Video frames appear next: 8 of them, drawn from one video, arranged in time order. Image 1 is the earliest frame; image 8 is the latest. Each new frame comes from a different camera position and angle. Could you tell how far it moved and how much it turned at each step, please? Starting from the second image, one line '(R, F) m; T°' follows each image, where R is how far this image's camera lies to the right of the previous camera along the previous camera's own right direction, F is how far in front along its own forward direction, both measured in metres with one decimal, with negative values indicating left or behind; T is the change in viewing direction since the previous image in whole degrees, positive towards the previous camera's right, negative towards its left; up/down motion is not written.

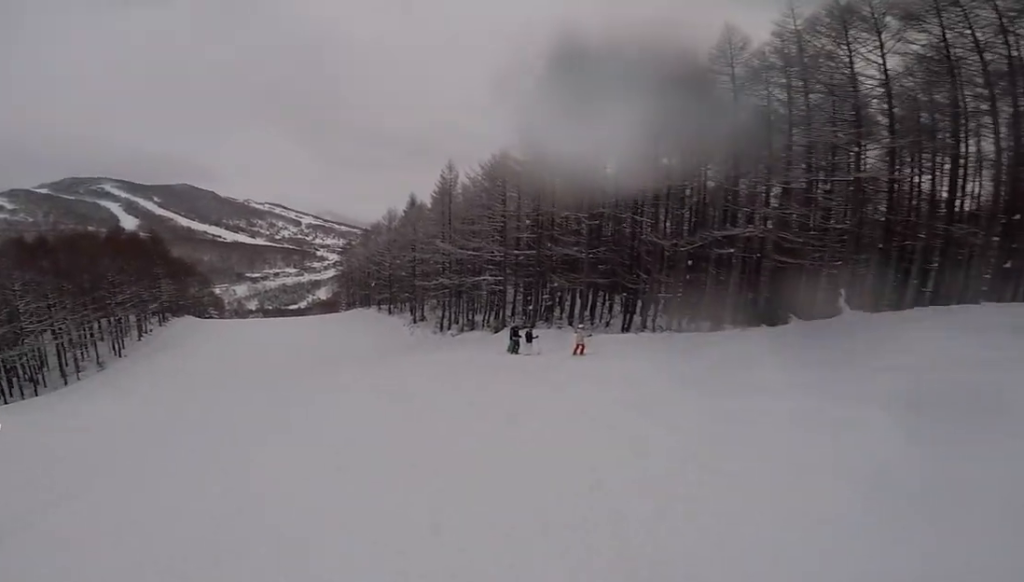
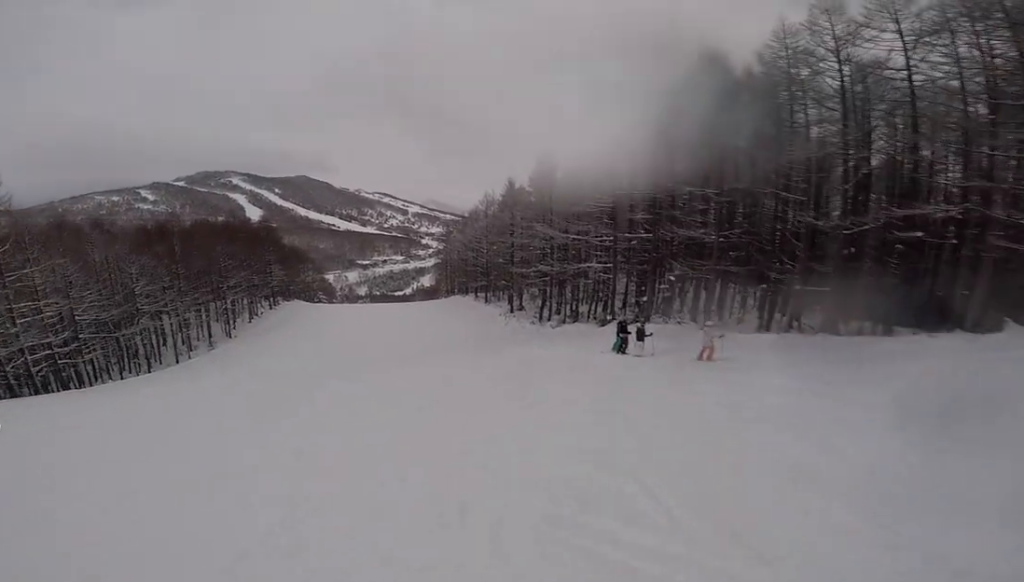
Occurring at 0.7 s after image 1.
(-0.8, +2.9) m; -21°
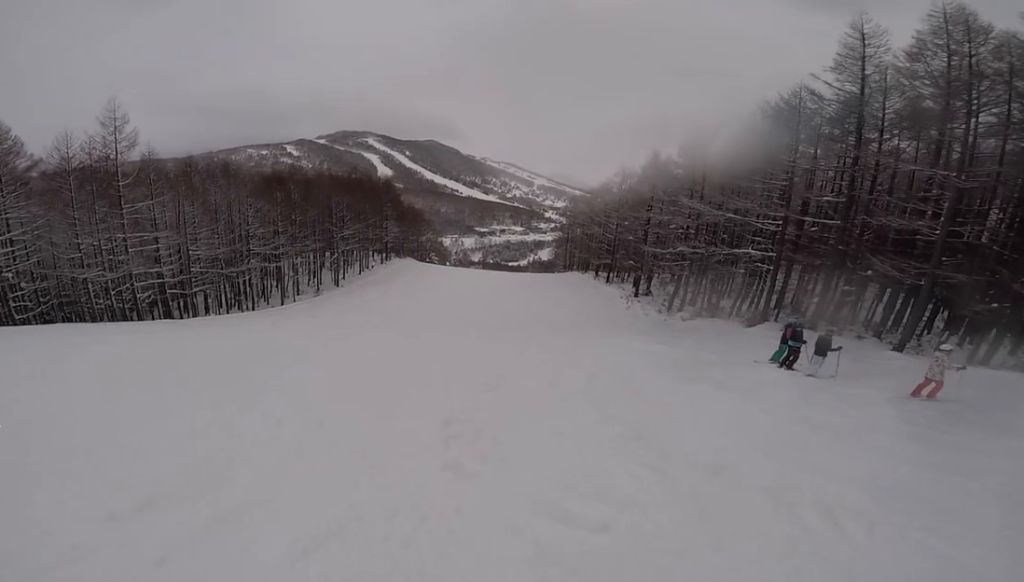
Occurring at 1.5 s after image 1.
(-0.8, +3.6) m; -22°
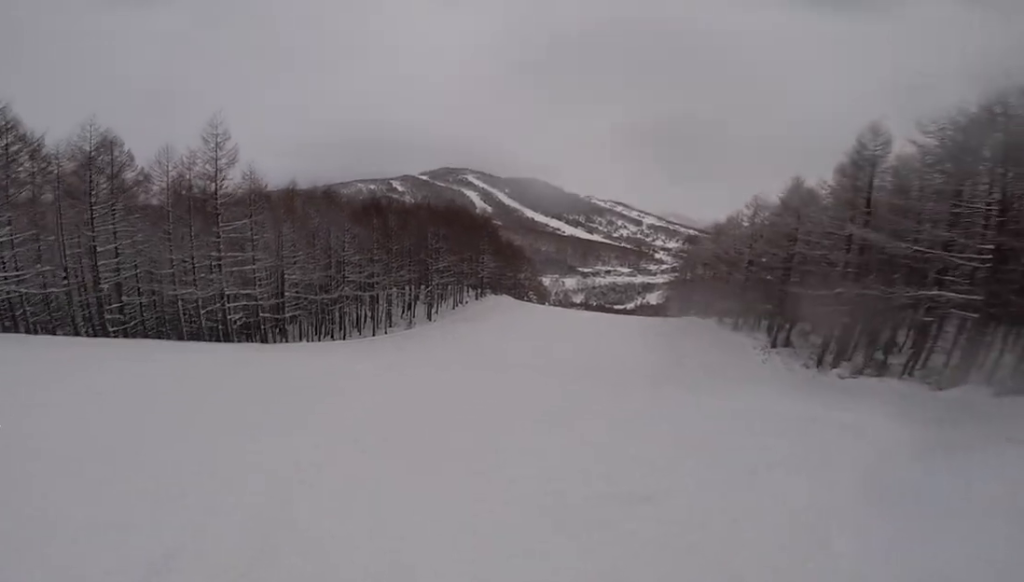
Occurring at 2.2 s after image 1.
(0.0, +3.5) m; -17°
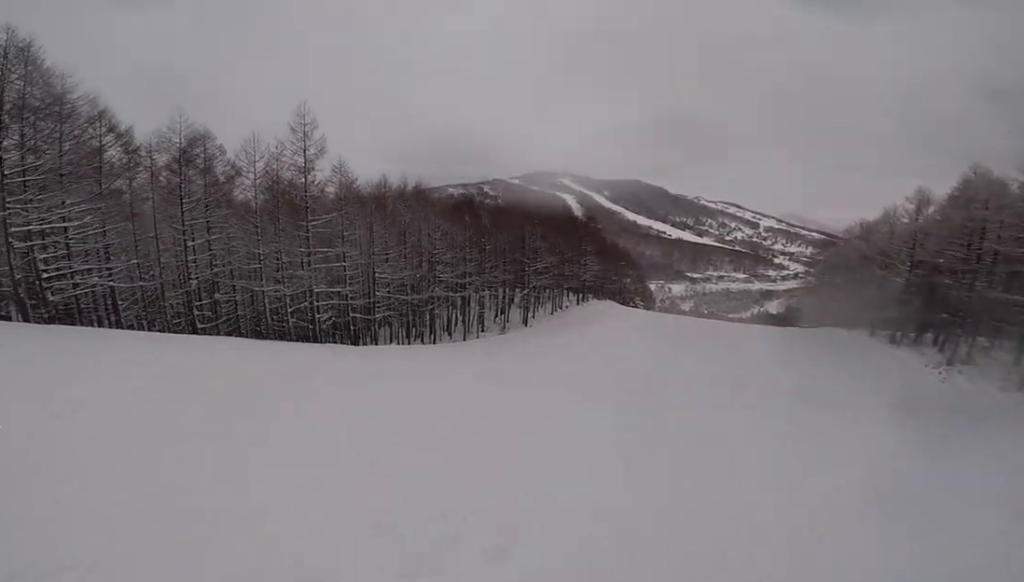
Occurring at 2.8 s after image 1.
(-1.0, +3.3) m; +6°
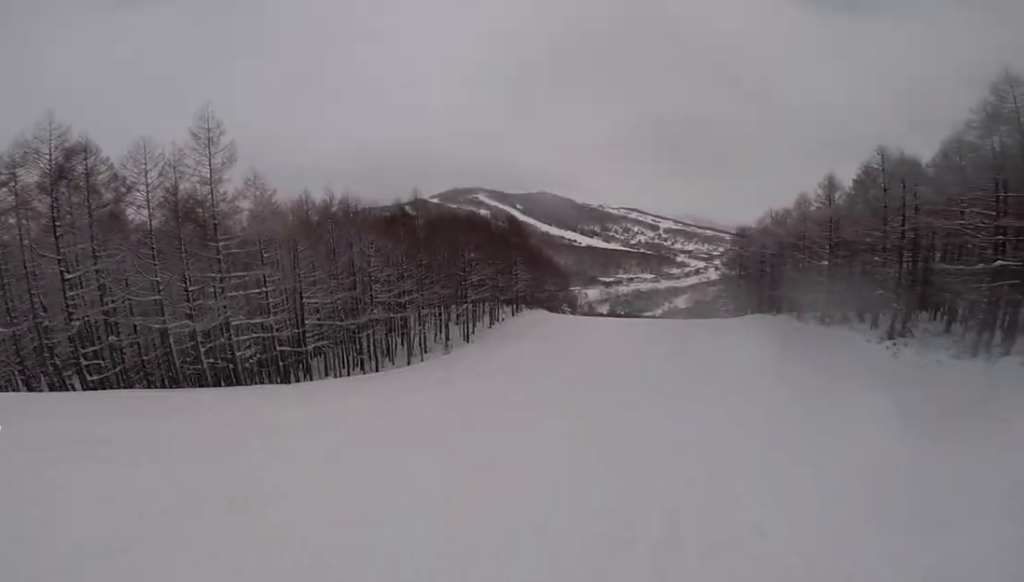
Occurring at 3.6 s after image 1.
(+0.4, +3.7) m; +17°
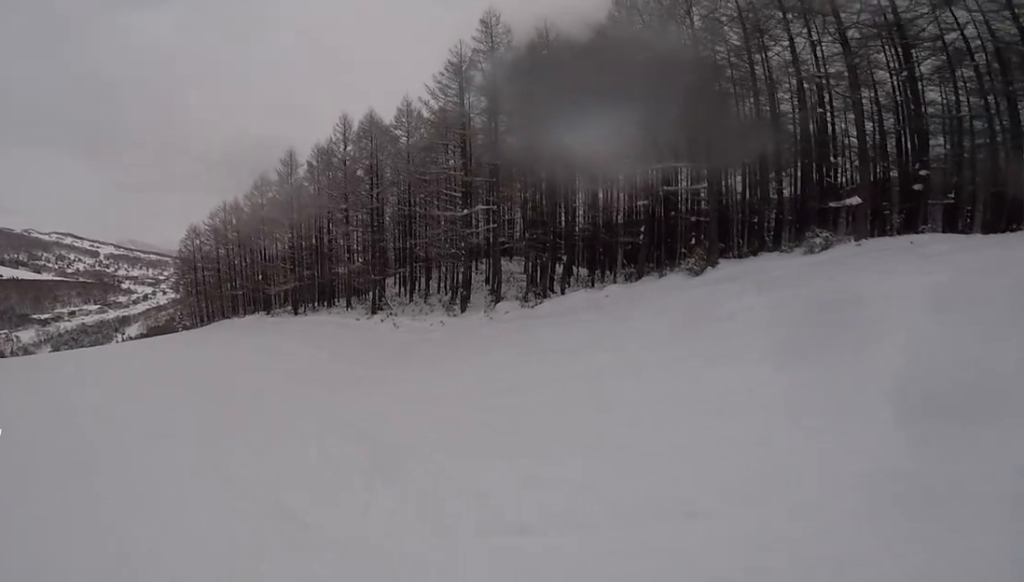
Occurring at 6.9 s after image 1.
(+10.0, +13.1) m; +50°
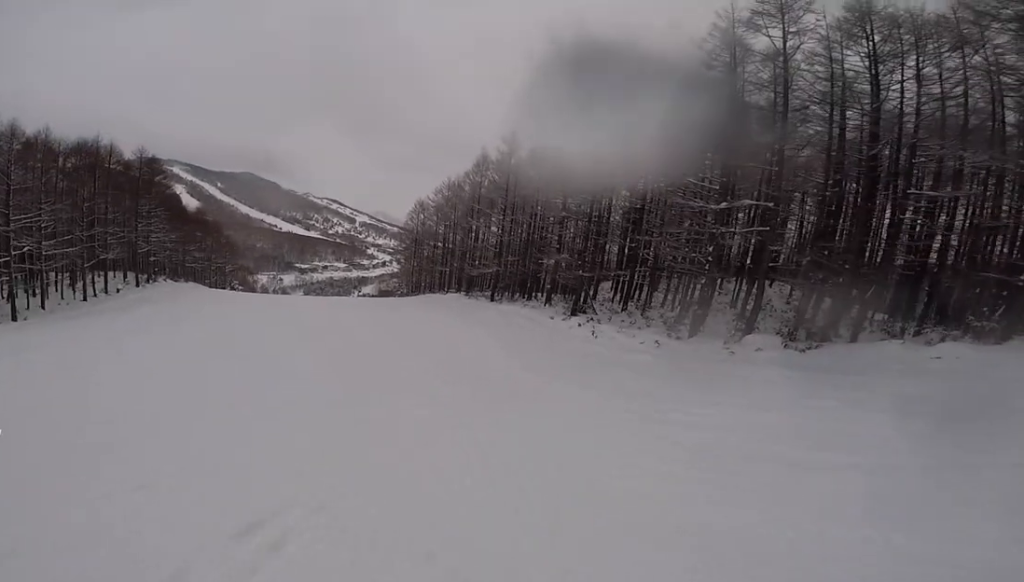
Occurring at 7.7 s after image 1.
(-0.9, +4.5) m; -20°
